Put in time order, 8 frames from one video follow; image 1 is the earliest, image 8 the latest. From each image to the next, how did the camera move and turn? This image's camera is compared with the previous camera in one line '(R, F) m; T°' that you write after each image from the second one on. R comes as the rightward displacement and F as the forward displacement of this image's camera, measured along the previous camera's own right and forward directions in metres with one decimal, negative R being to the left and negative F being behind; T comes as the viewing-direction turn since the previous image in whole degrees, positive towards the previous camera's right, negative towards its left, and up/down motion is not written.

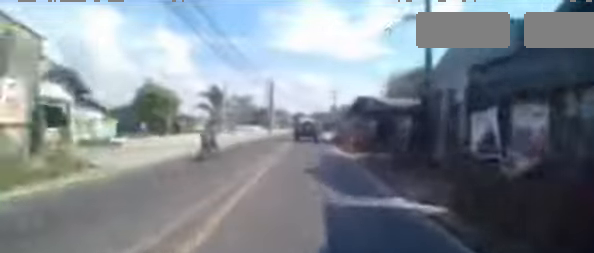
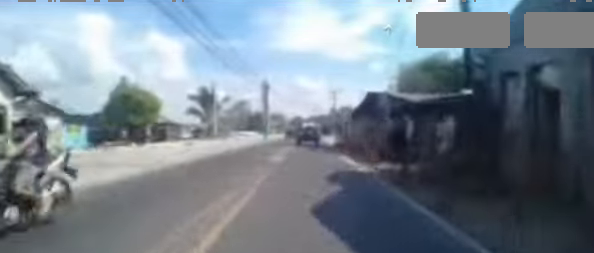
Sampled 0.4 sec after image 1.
(0.0, +3.5) m; +1°
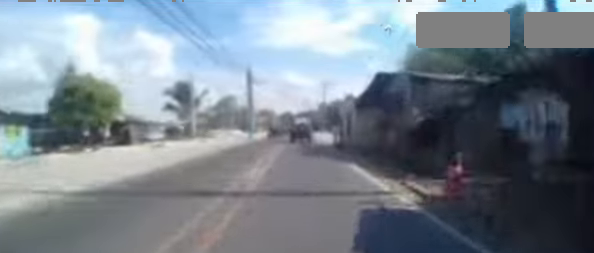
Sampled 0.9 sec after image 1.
(+0.2, +4.4) m; +1°
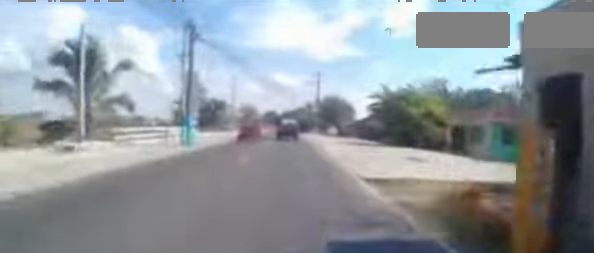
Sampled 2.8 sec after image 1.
(+0.1, +17.6) m; +1°
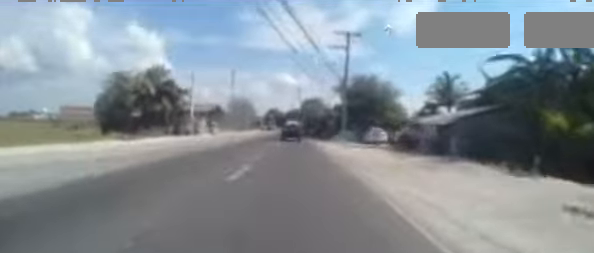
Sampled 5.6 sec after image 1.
(+0.5, +28.6) m; +1°
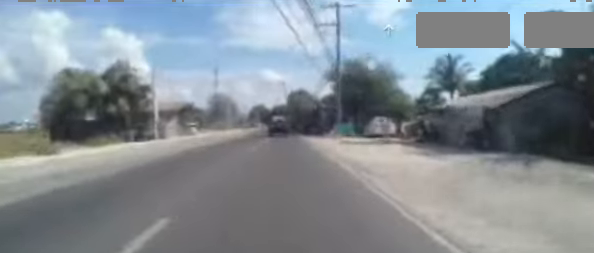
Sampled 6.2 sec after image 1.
(+0.3, +6.1) m; 0°
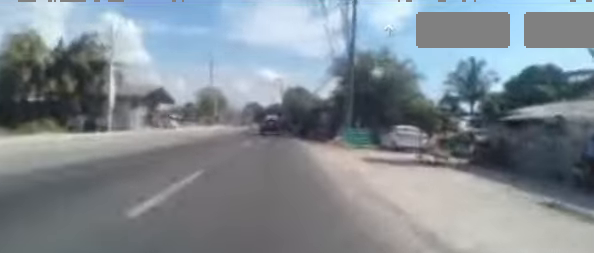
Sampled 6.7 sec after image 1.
(-0.2, +6.1) m; 0°
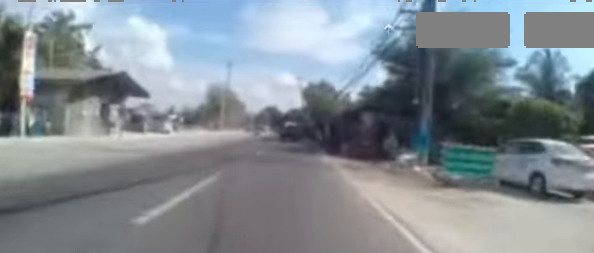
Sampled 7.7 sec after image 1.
(0.0, +9.9) m; 0°
